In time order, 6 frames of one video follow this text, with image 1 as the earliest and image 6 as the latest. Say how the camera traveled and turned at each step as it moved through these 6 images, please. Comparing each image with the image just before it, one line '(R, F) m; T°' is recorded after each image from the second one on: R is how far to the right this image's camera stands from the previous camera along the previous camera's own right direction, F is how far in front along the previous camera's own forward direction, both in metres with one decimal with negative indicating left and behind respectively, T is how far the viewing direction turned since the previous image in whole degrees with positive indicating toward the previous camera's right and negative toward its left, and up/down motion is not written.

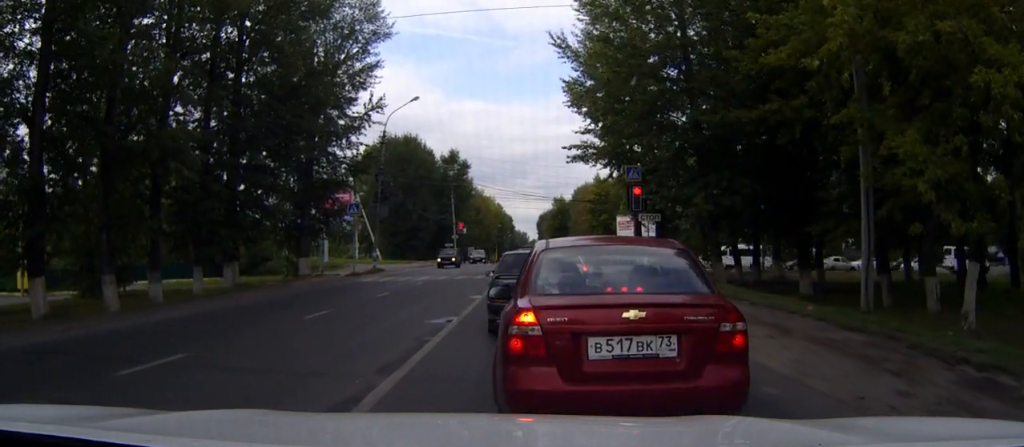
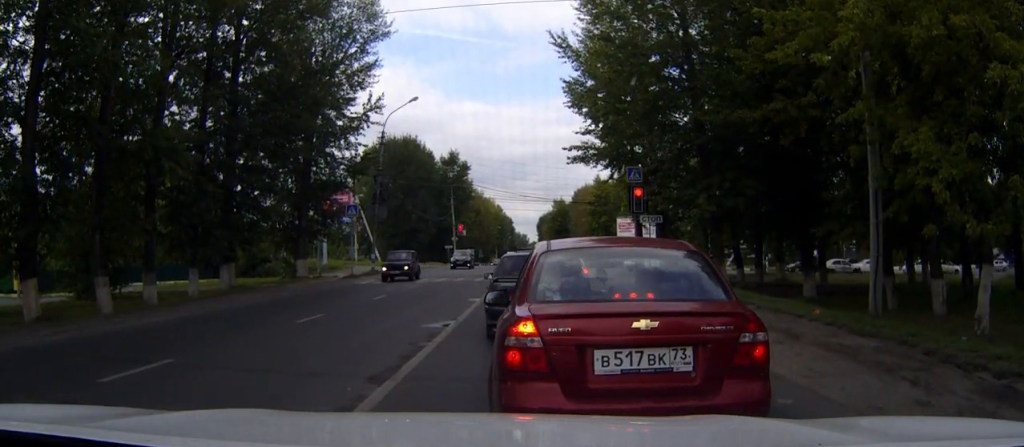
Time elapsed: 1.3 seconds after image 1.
(-0.2, +0.8) m; 0°
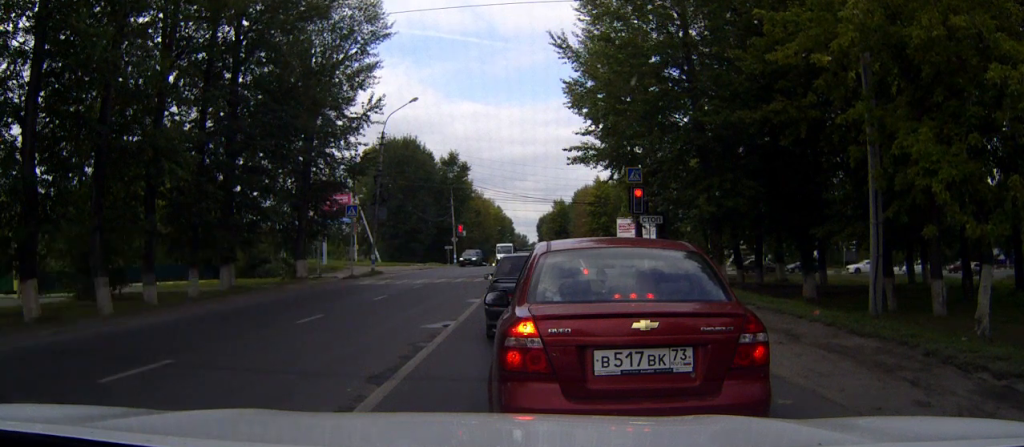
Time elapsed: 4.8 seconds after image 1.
(-0.1, 0.0) m; 0°
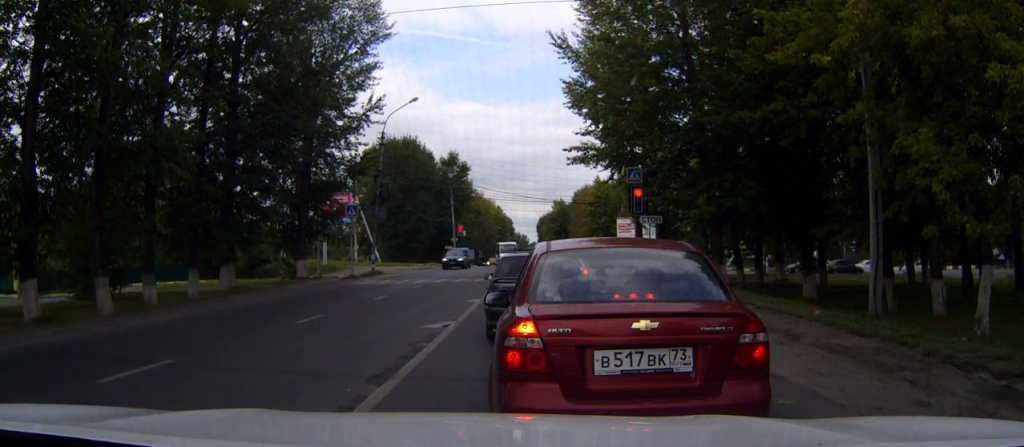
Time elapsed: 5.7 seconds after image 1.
(0.0, 0.0) m; 0°
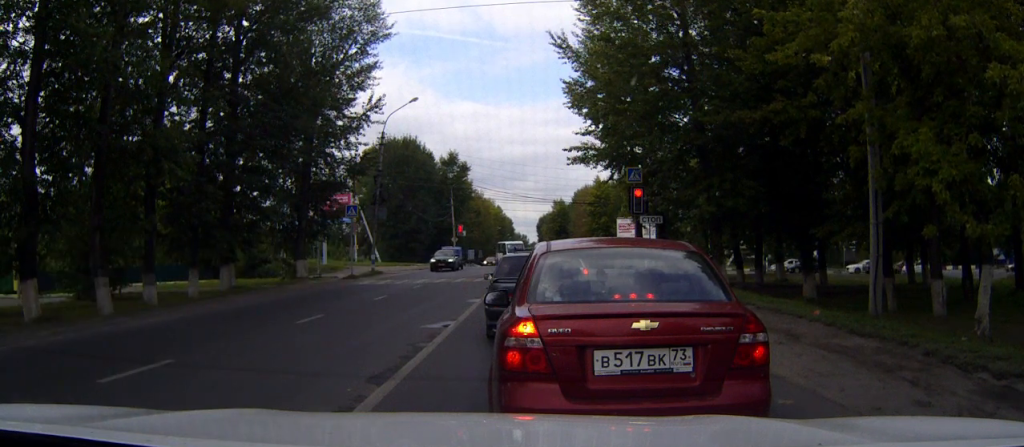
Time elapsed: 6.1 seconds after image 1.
(0.0, 0.0) m; 0°
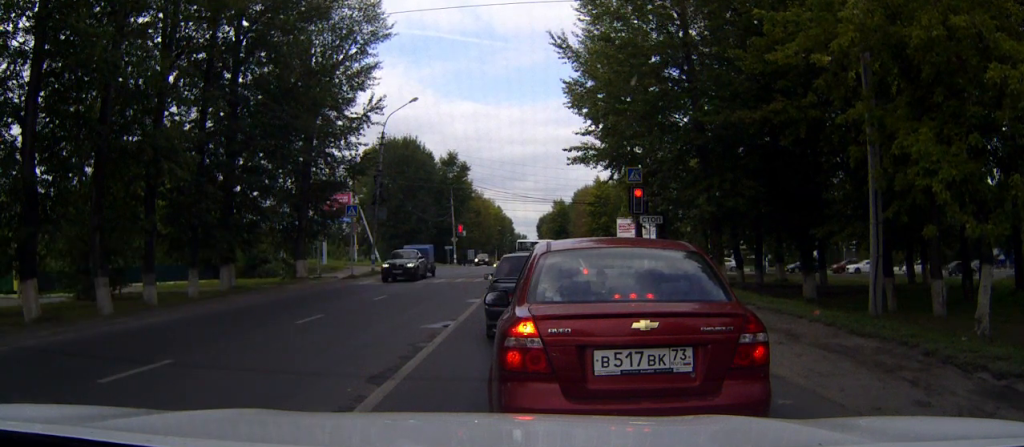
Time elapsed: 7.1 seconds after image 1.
(0.0, 0.0) m; 0°
